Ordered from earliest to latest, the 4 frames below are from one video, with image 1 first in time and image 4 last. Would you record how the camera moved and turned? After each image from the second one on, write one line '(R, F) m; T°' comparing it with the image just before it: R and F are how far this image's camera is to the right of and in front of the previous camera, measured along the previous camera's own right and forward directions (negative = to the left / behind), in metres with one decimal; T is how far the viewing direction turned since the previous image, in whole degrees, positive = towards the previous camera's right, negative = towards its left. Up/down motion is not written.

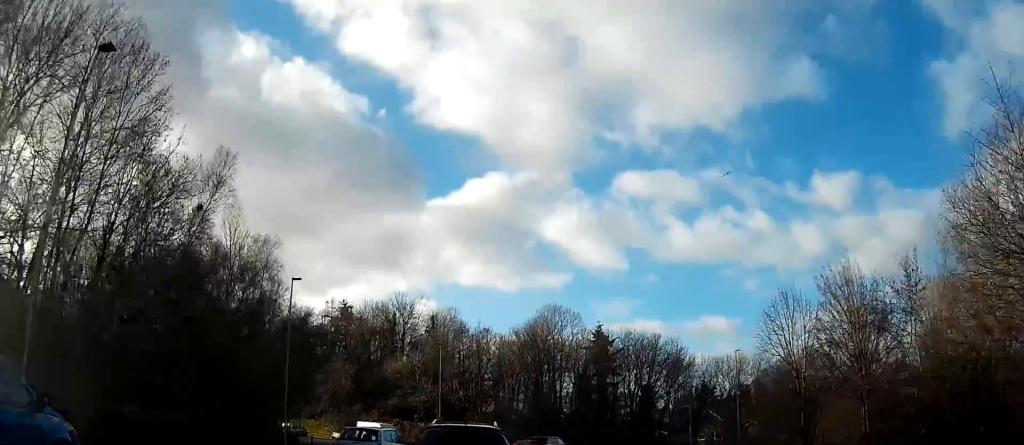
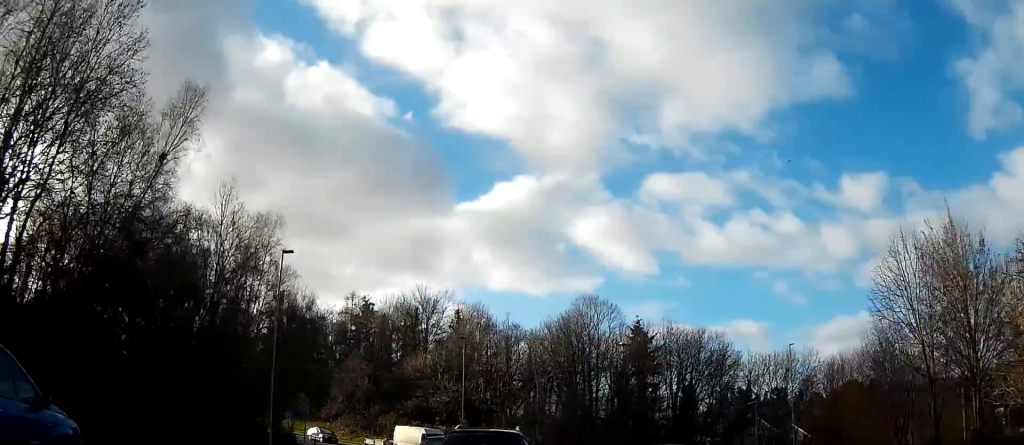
(-0.2, +7.4) m; -3°
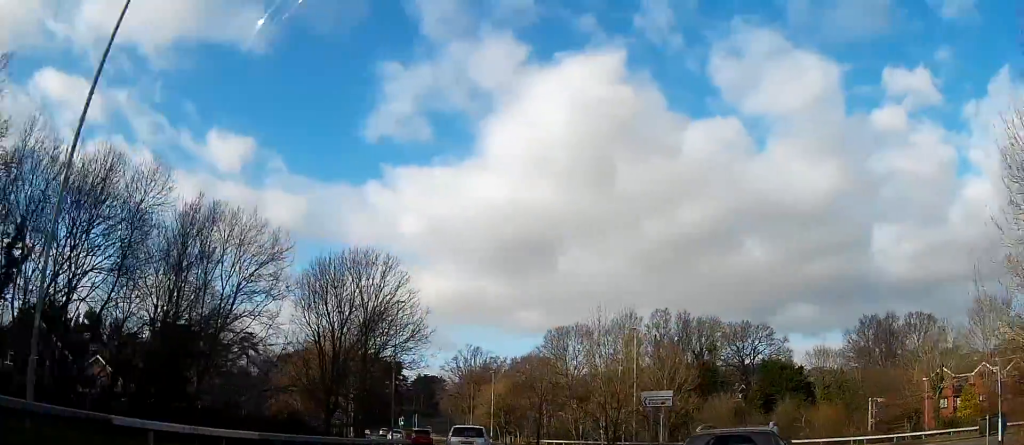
(+10.2, +46.5) m; +46°
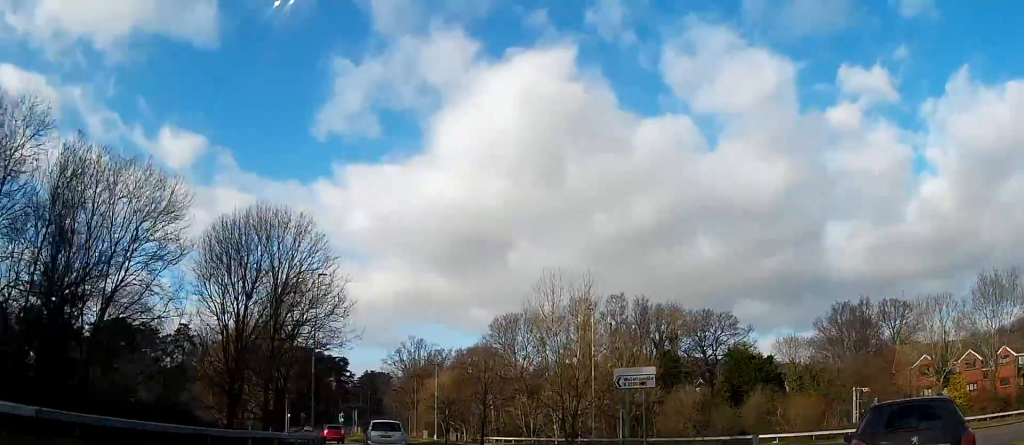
(+0.7, +6.0) m; +6°
